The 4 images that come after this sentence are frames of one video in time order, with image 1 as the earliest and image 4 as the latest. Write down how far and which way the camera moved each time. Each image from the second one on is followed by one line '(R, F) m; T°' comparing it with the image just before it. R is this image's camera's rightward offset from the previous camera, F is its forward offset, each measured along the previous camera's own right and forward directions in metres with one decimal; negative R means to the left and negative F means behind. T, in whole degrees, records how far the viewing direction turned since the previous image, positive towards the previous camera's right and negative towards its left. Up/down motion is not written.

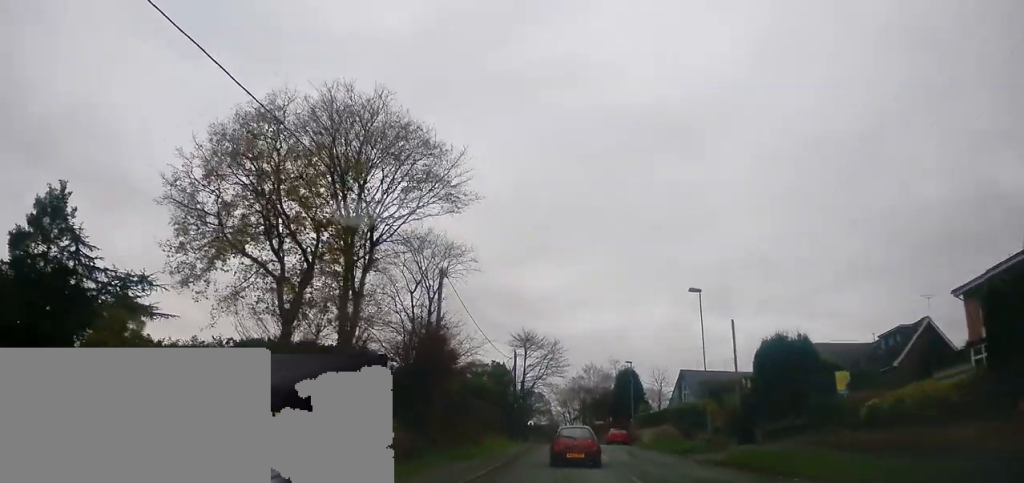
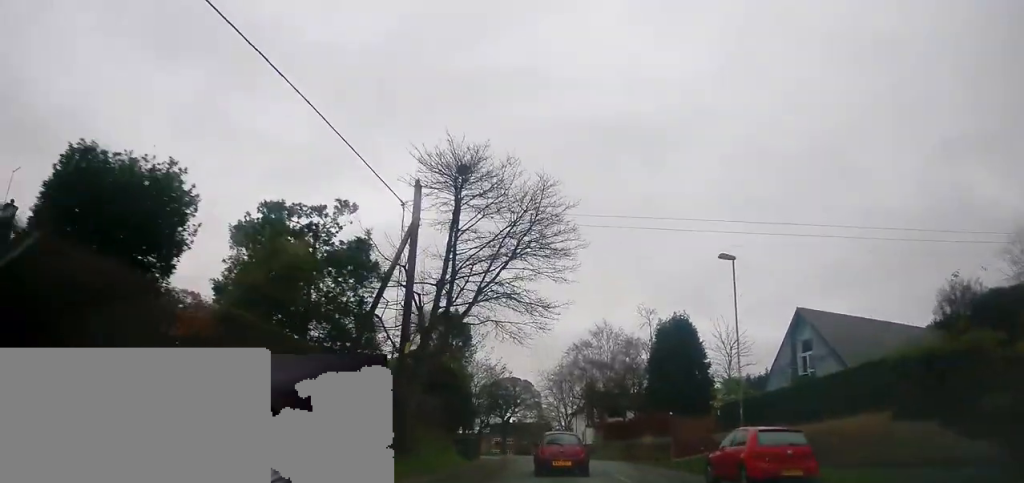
(+1.4, +39.0) m; +4°
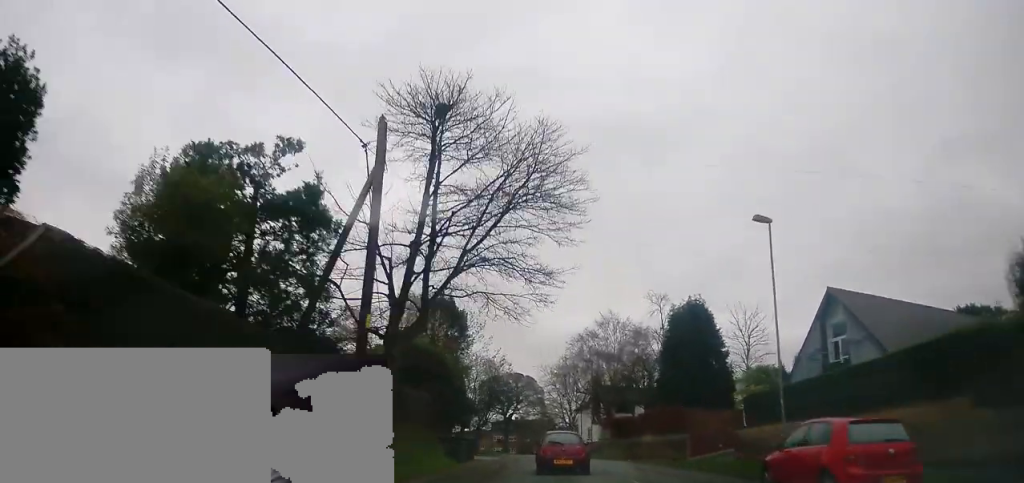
(-0.2, +4.3) m; 0°
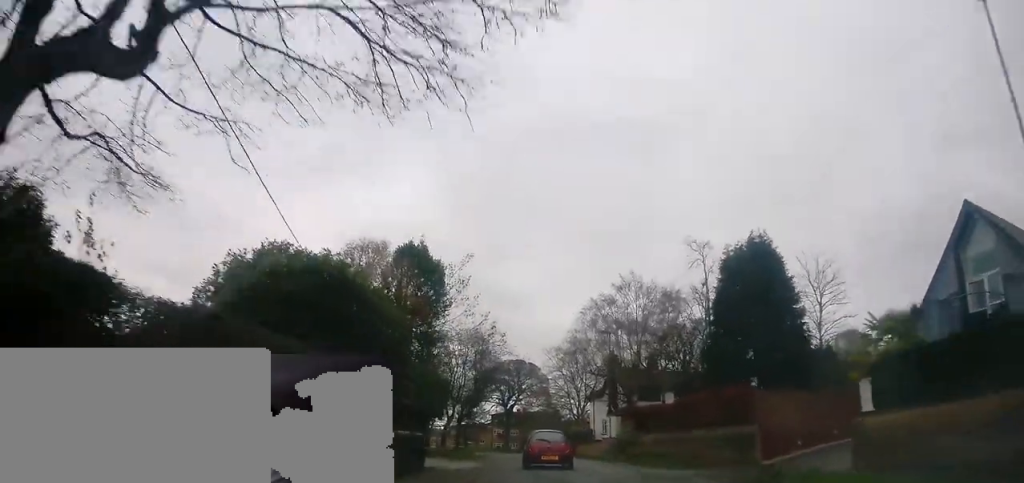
(-0.1, +12.2) m; -3°
